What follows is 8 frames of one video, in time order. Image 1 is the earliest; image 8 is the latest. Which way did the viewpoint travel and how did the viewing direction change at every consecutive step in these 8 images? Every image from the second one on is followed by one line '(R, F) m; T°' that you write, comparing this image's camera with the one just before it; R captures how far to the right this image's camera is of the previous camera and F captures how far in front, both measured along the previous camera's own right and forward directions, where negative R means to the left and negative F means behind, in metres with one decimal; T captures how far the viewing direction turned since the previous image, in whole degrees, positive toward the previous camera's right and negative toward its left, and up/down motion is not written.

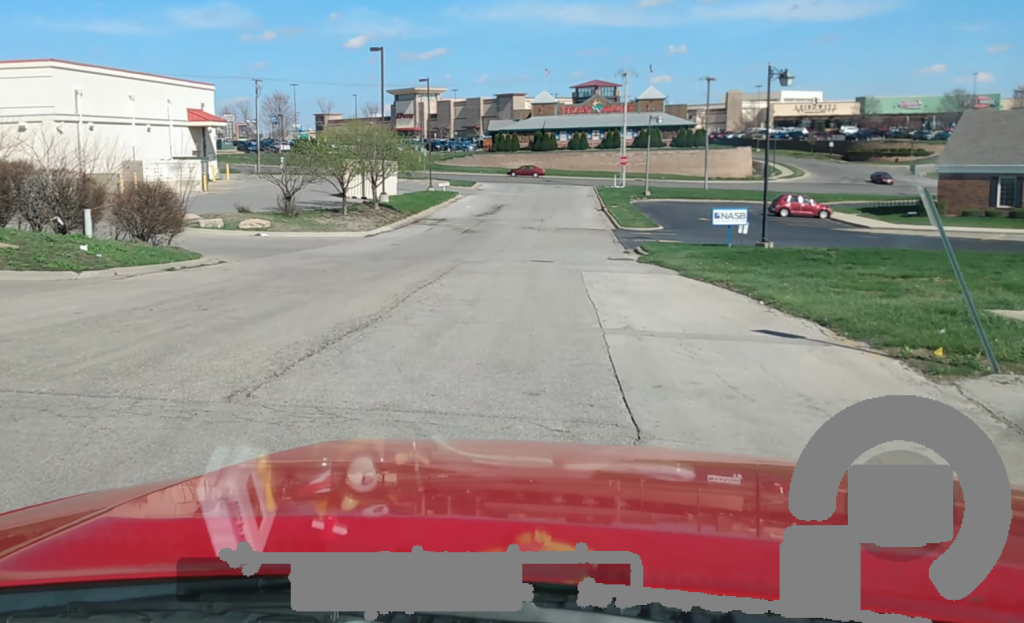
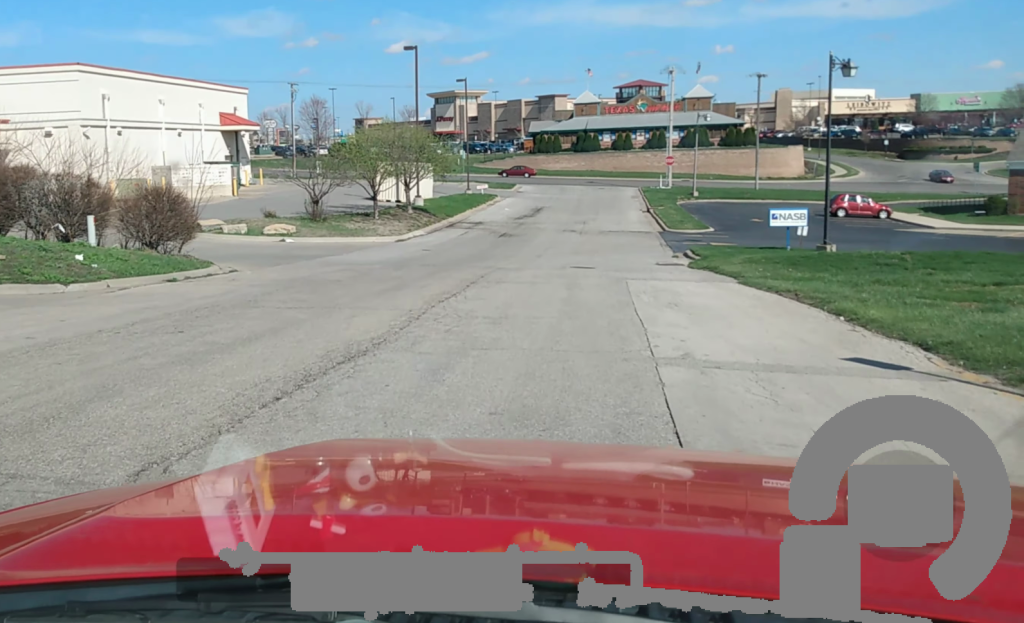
(0.0, +0.9) m; 0°
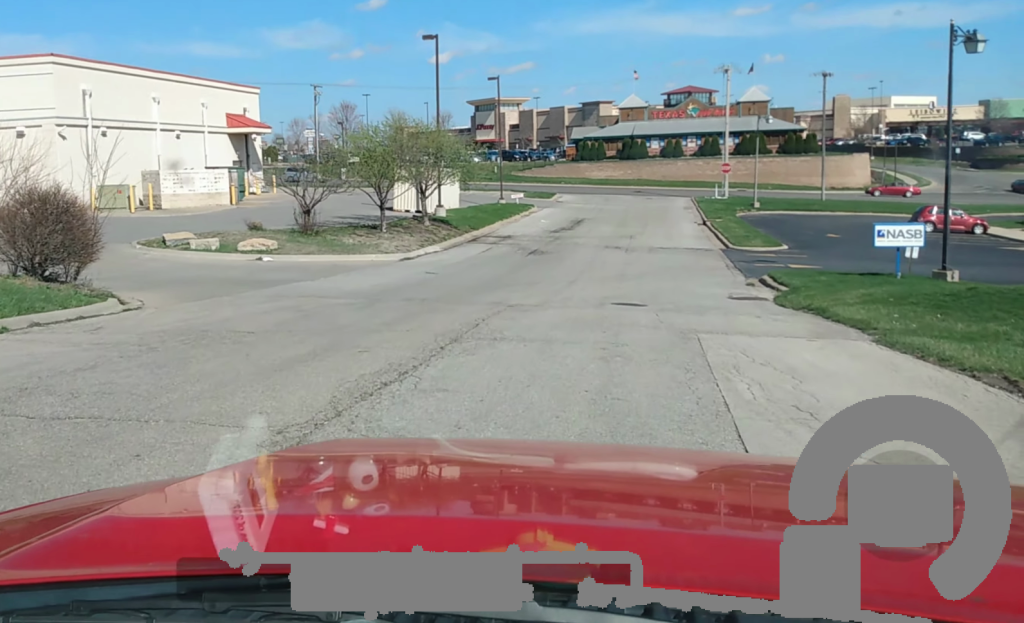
(-0.1, +3.5) m; -3°
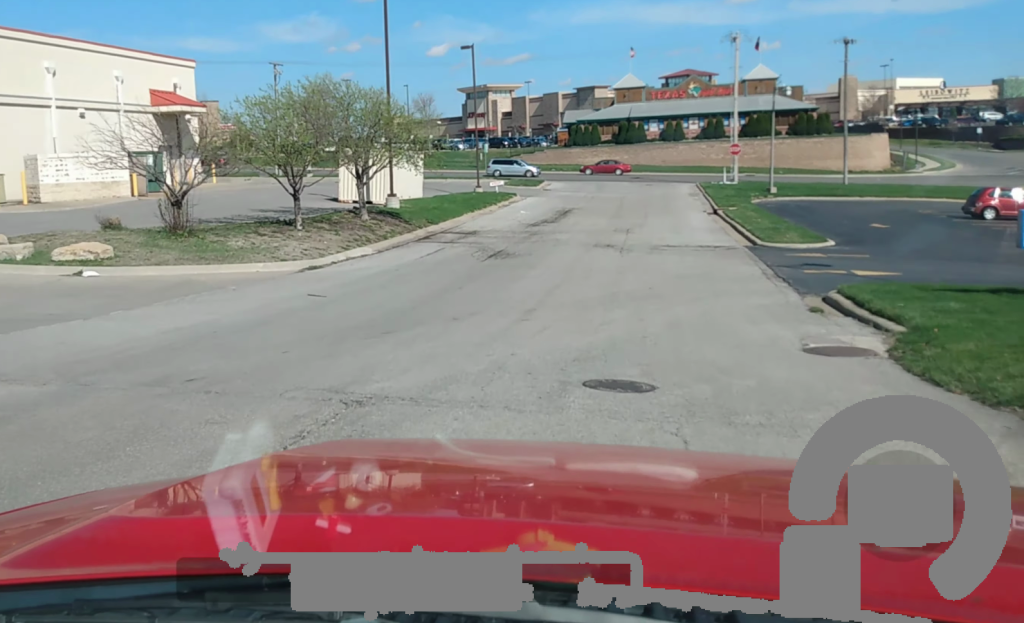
(-0.1, +6.5) m; +2°
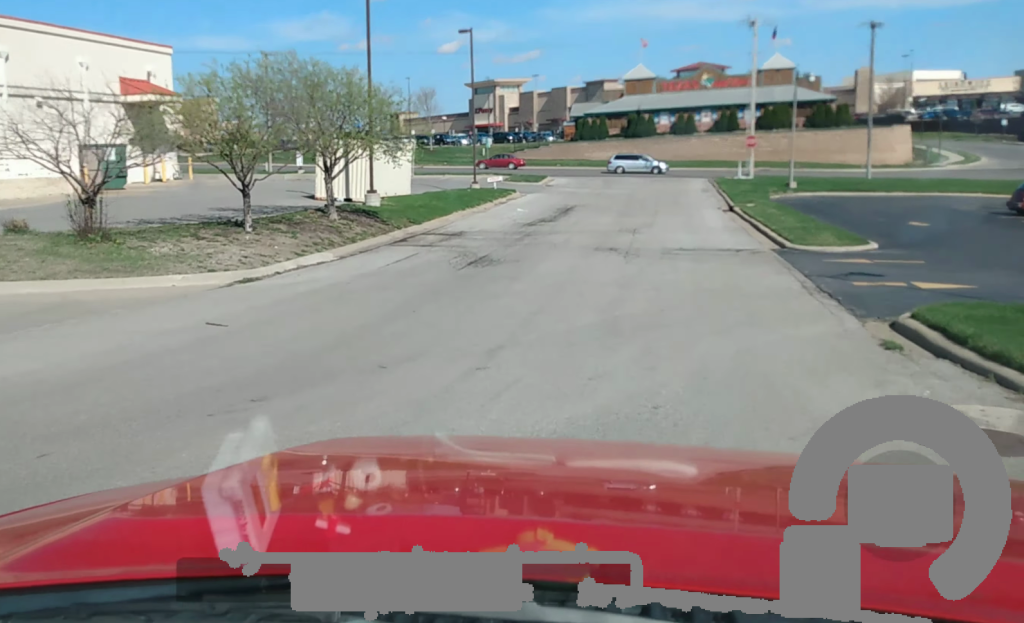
(+0.1, +4.4) m; 0°
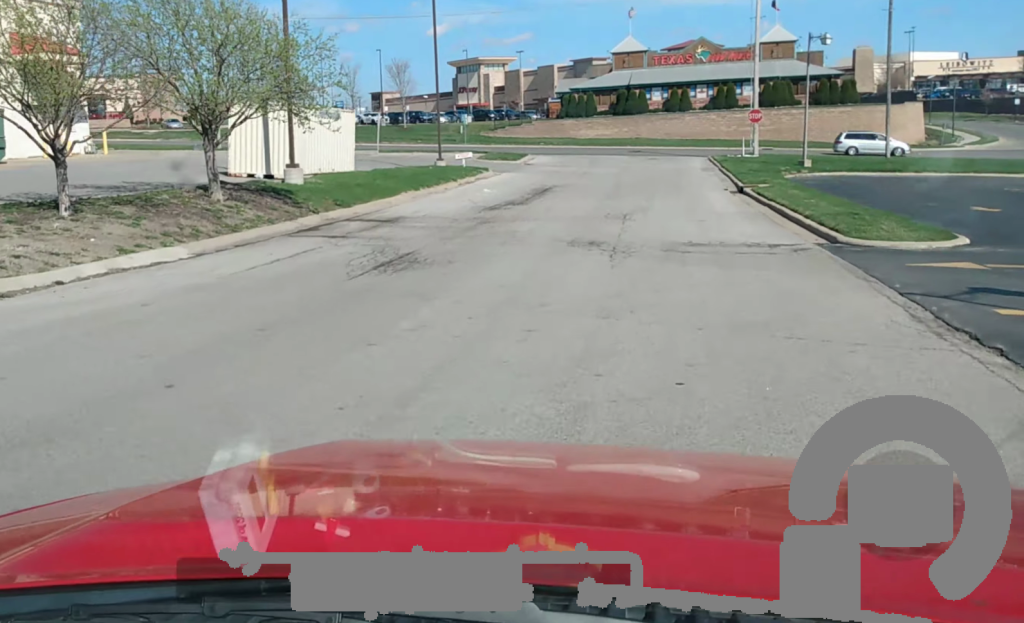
(-0.1, +8.0) m; 0°
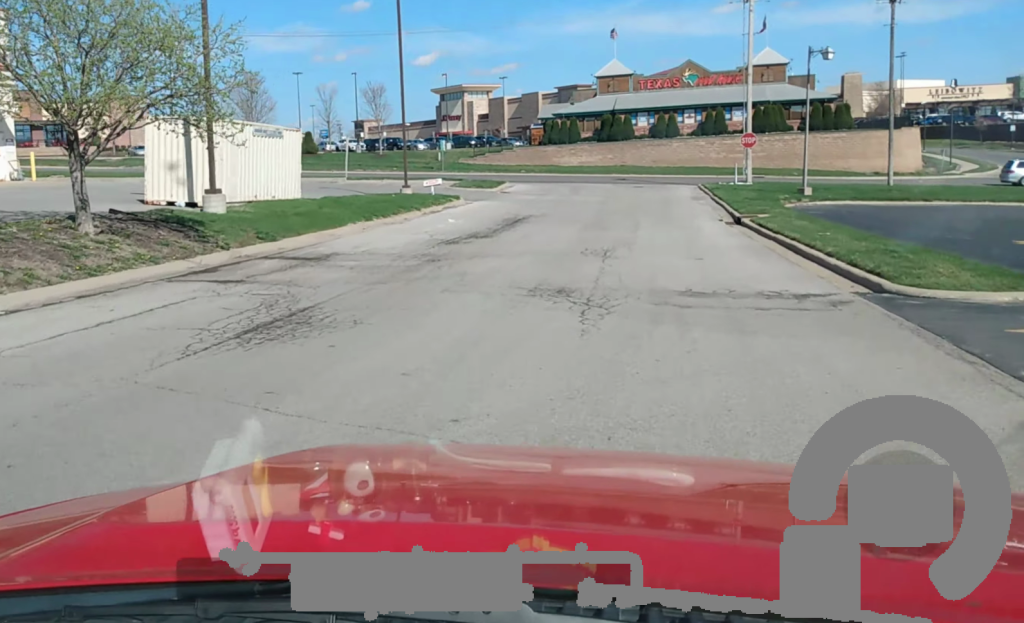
(0.0, +5.7) m; 0°
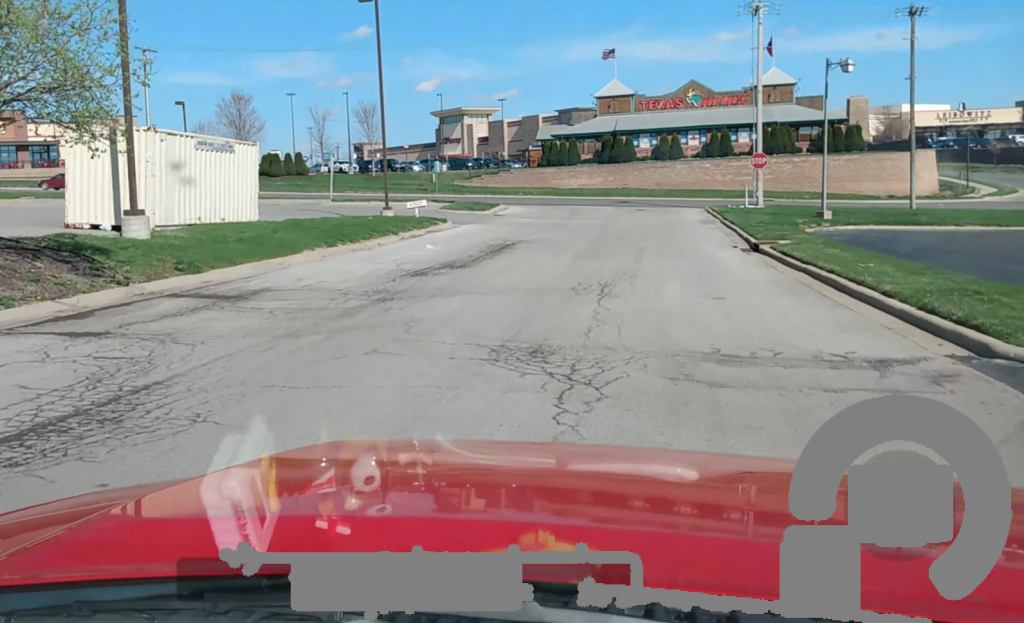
(0.0, +5.2) m; +1°
